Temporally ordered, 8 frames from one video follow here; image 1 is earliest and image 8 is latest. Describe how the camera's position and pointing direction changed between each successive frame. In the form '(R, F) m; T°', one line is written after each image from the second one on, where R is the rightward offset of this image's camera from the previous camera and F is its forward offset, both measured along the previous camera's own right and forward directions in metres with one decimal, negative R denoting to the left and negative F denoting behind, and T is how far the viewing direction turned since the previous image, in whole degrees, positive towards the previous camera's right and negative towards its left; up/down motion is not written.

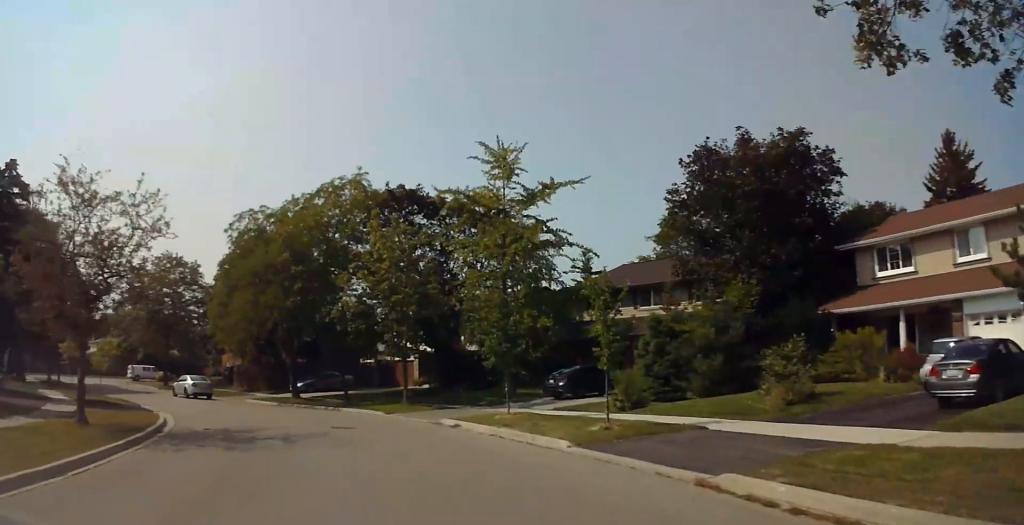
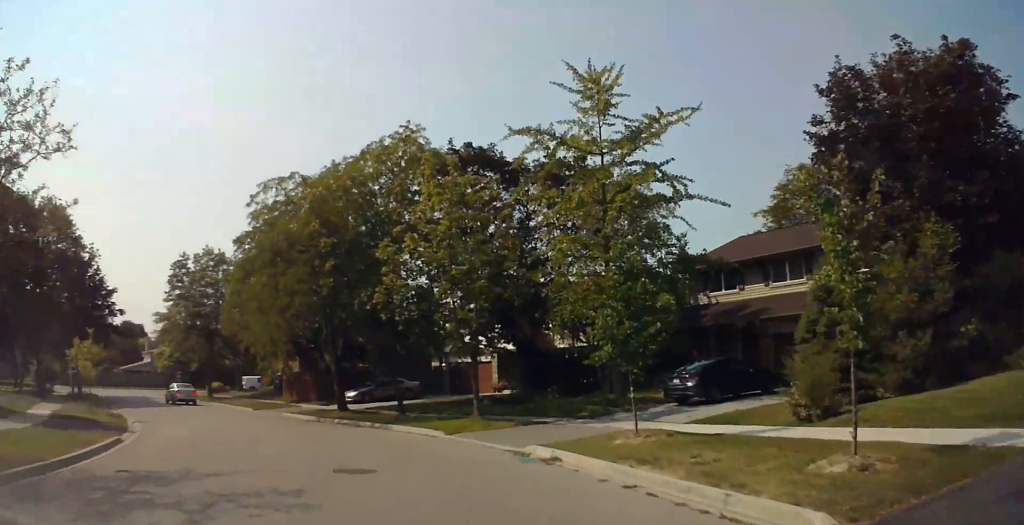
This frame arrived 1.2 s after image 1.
(-0.2, +8.0) m; -1°
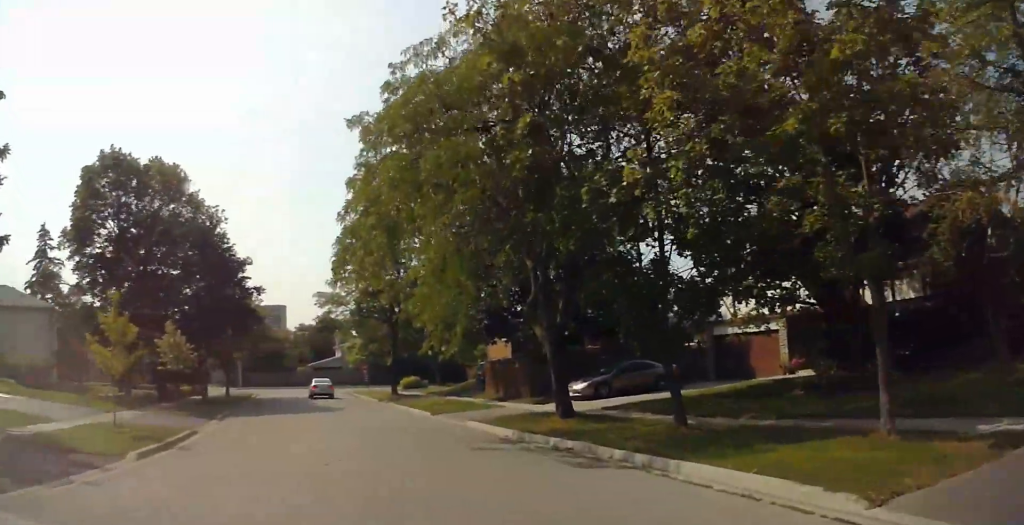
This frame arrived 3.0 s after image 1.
(-0.7, +12.7) m; -13°
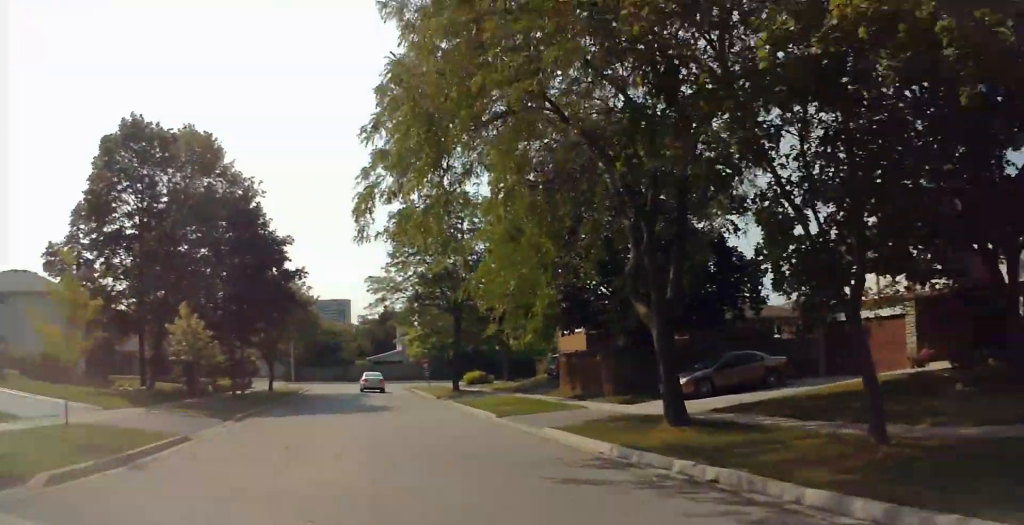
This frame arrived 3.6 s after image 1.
(-0.3, +4.7) m; -9°
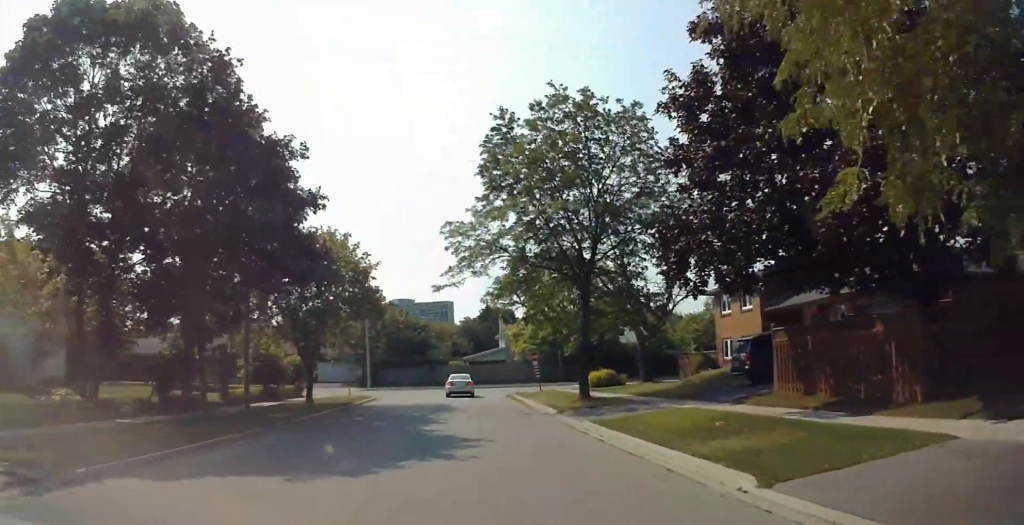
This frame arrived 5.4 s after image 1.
(-1.8, +14.5) m; -11°
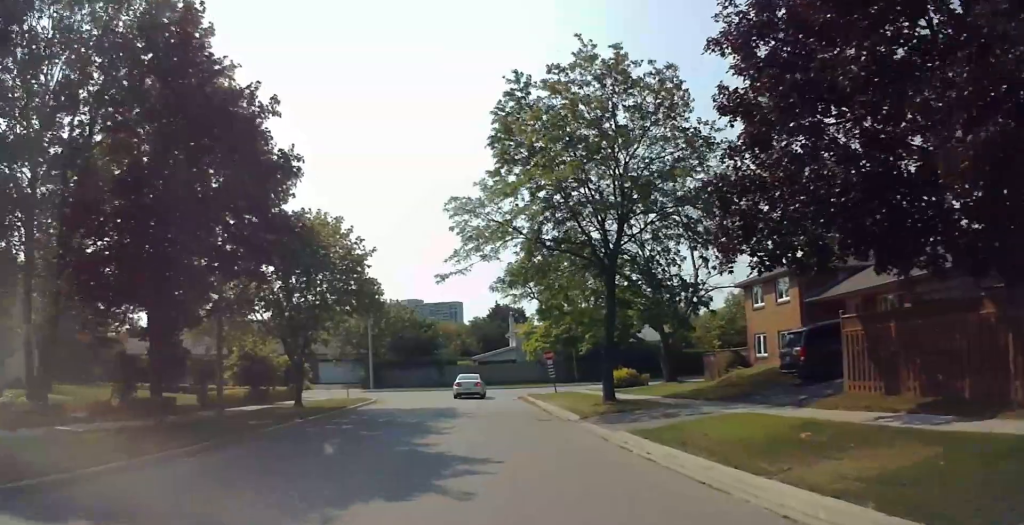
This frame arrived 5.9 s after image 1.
(-0.1, +3.6) m; -2°
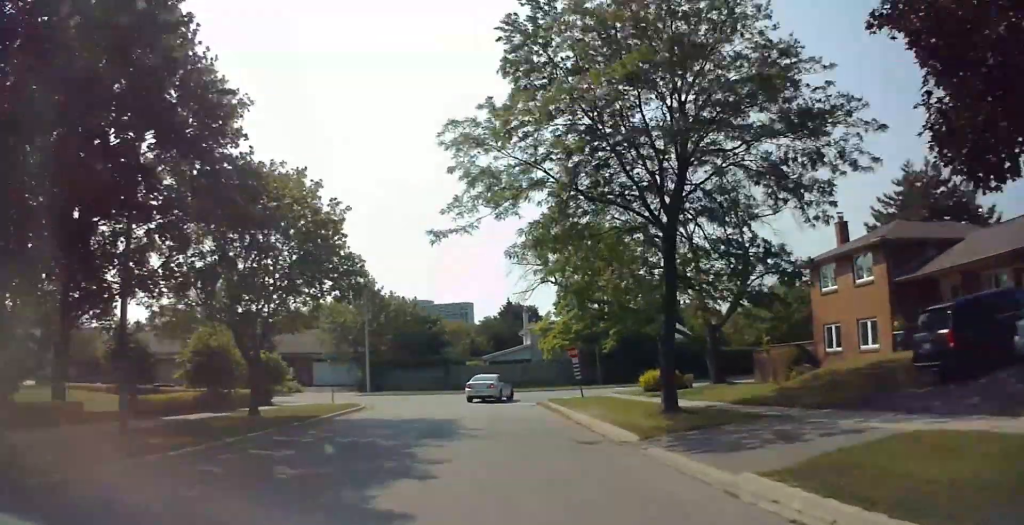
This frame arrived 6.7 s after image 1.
(-0.2, +7.1) m; -5°
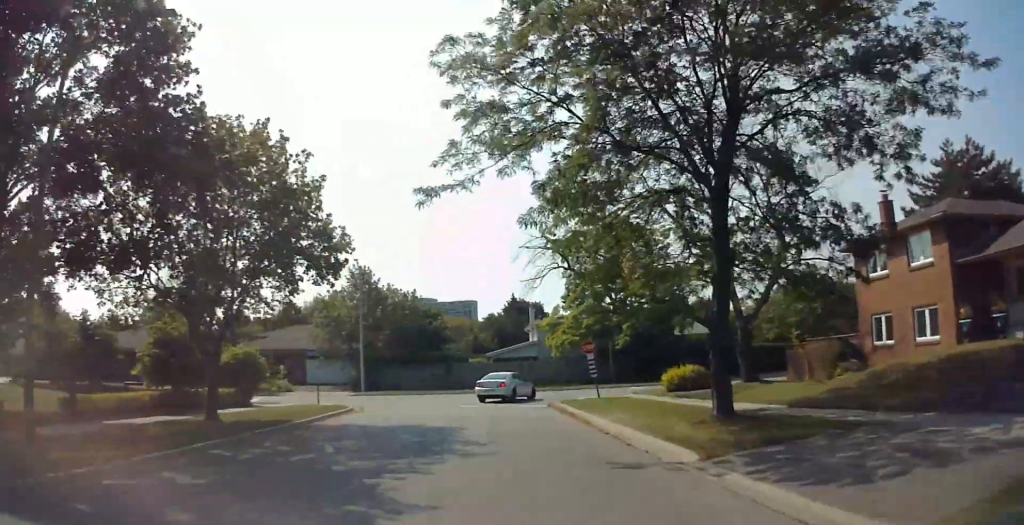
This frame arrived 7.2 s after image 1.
(-0.2, +4.0) m; -1°
